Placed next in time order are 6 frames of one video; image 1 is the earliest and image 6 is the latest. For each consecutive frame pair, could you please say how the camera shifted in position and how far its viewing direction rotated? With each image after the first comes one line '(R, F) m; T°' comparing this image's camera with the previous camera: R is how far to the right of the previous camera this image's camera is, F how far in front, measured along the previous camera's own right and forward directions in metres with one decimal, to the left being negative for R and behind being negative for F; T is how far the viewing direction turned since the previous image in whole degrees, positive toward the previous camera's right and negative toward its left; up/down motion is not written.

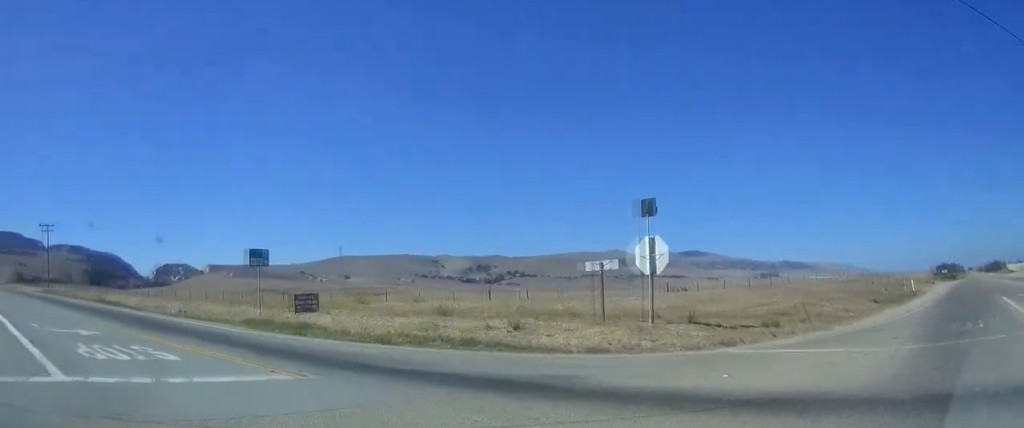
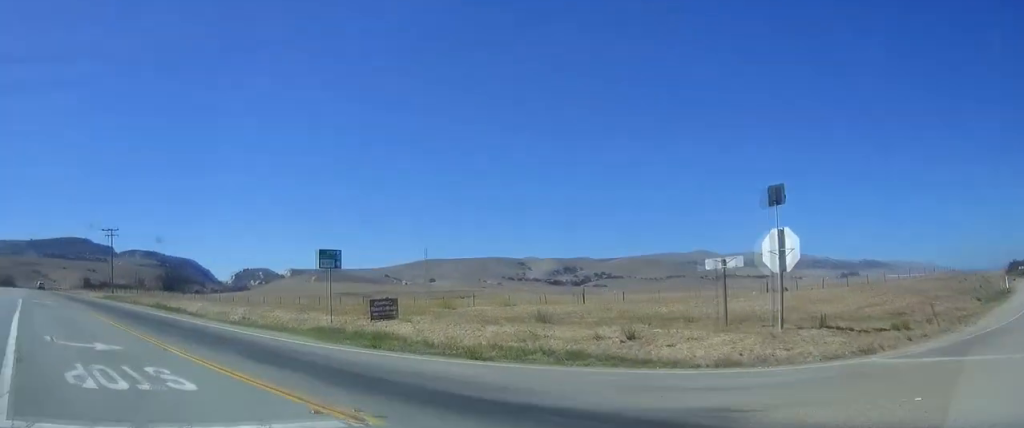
(-0.1, +3.3) m; -8°
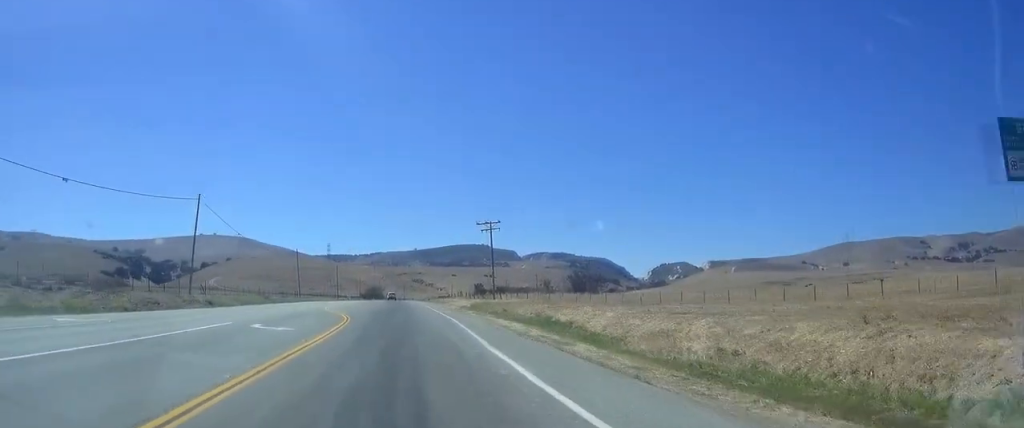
(-6.2, +20.1) m; -29°
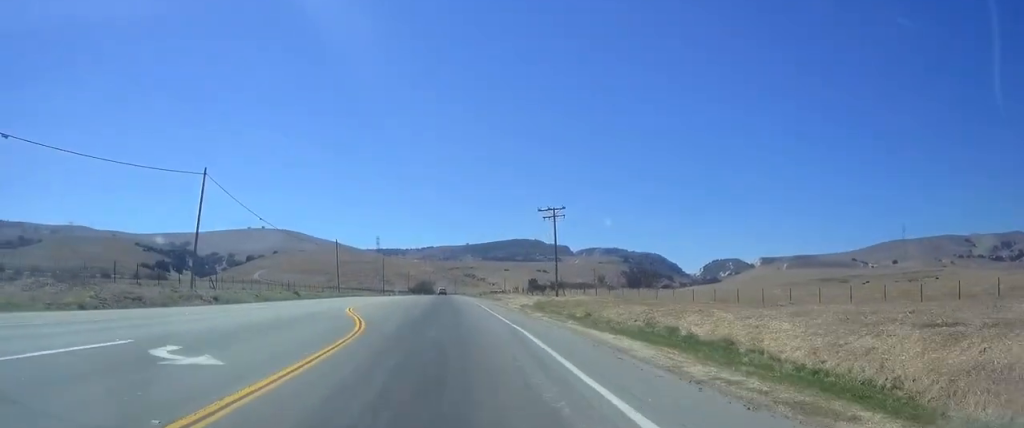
(-0.7, +11.8) m; -4°
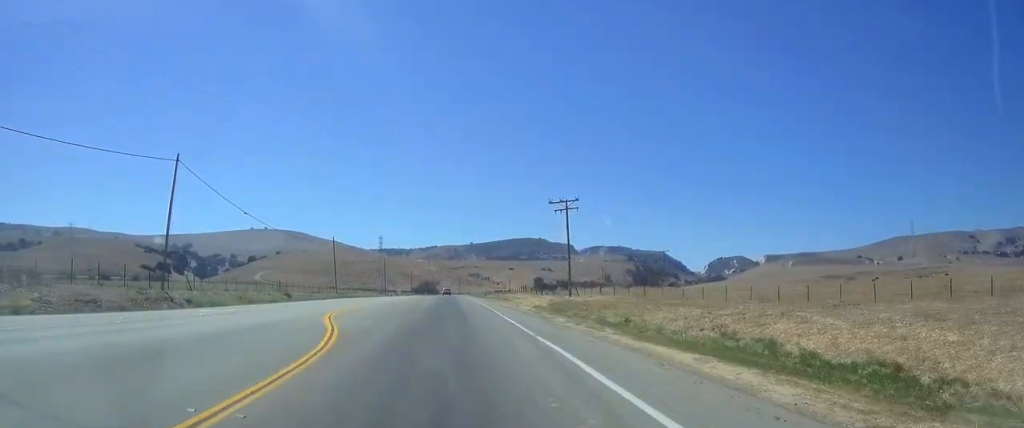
(0.0, +6.6) m; 0°
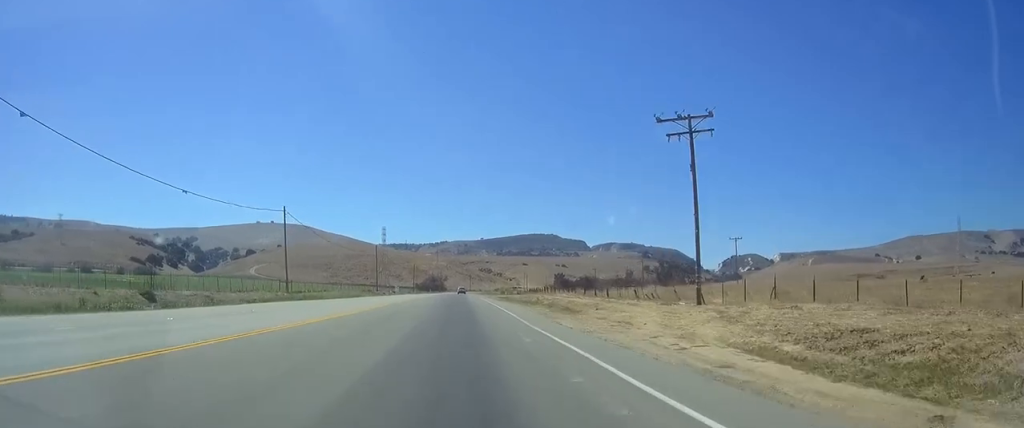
(+0.9, +39.0) m; +1°
